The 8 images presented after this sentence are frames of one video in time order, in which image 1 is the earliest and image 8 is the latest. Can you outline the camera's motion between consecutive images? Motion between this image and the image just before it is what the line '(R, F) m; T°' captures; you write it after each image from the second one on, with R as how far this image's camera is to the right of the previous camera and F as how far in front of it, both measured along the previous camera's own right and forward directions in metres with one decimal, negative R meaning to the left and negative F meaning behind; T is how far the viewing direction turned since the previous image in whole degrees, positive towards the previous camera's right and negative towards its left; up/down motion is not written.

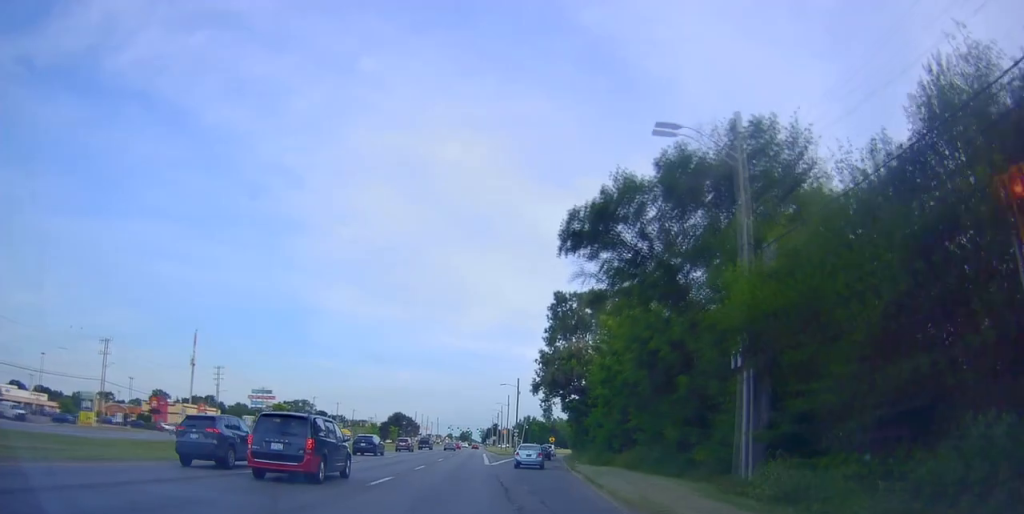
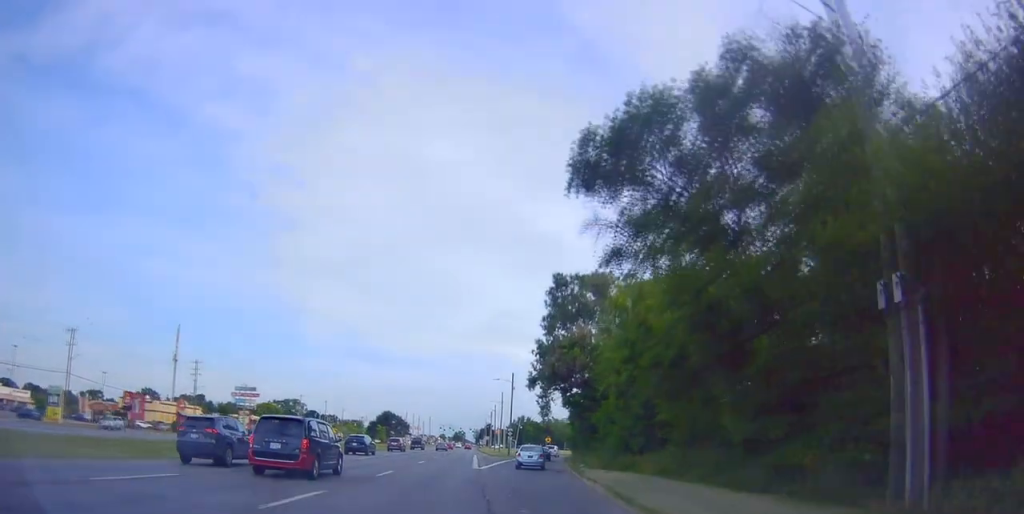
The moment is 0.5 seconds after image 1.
(-0.4, +6.4) m; 0°
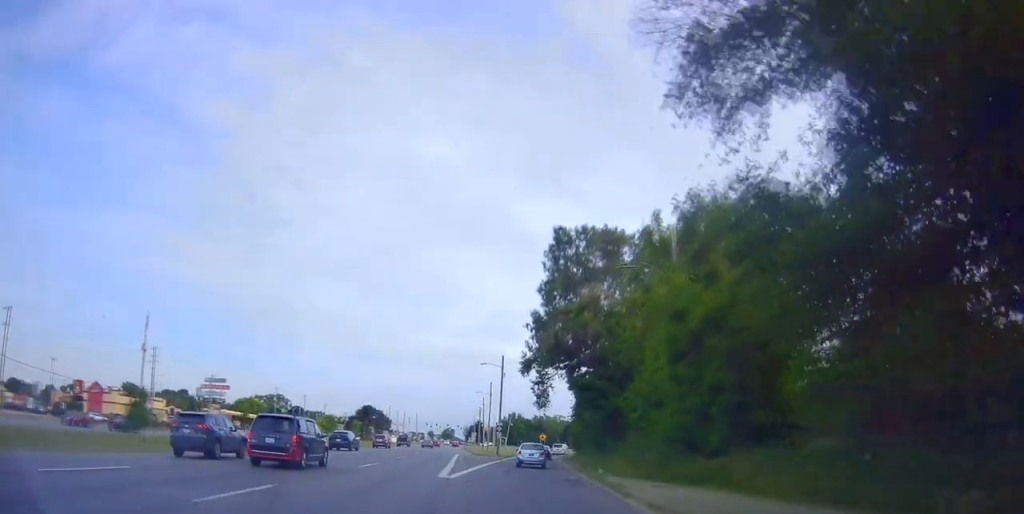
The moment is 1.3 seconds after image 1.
(+0.1, +11.0) m; +3°
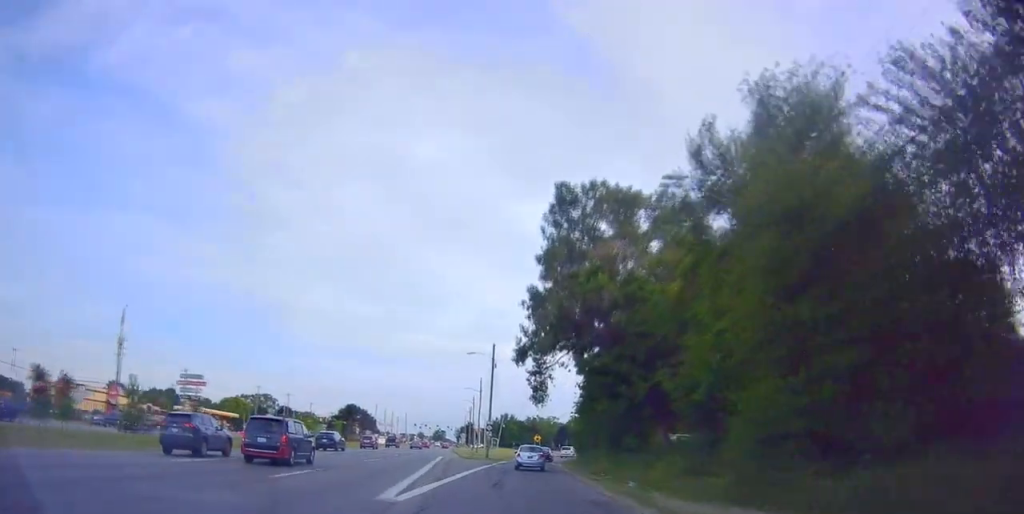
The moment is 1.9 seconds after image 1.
(+0.1, +7.8) m; +4°
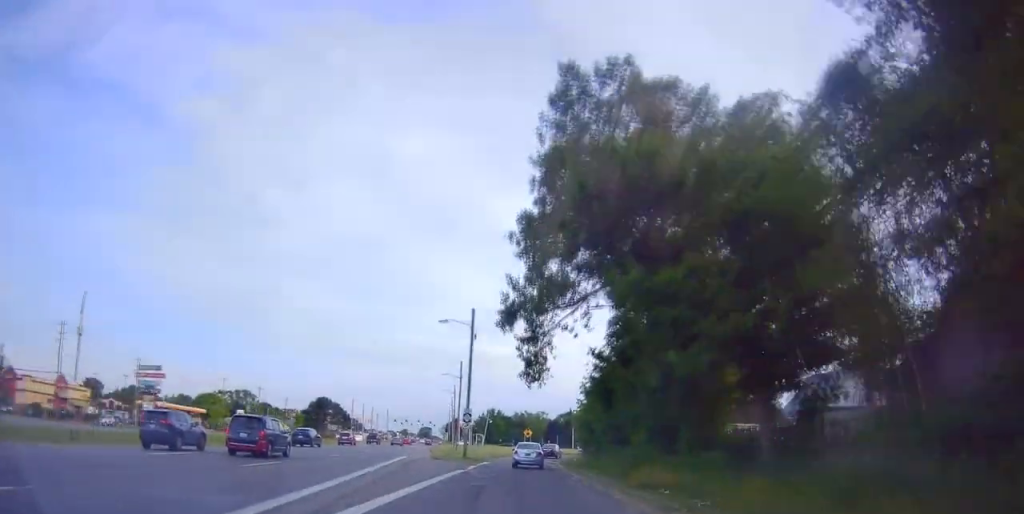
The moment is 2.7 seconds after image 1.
(+0.6, +12.2) m; 0°
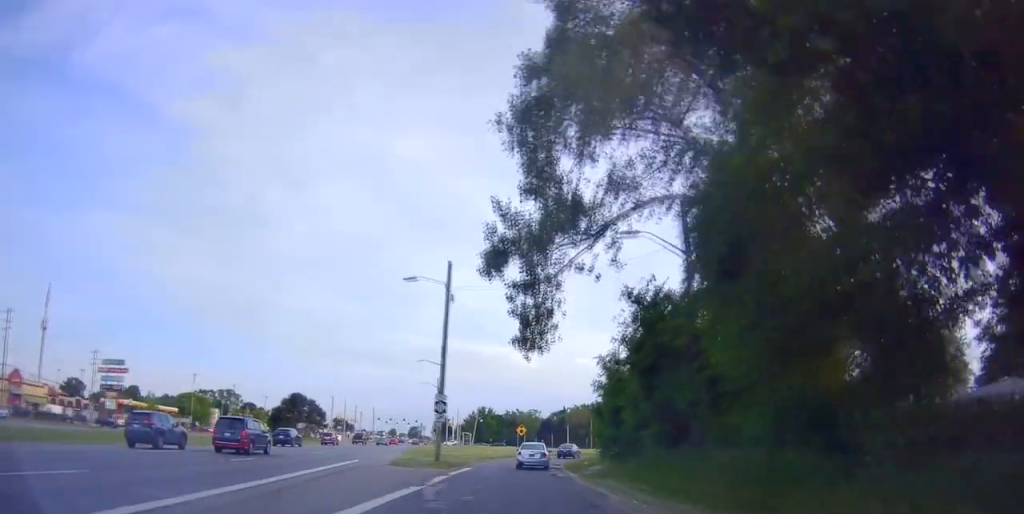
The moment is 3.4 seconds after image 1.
(-0.3, +10.5) m; -1°
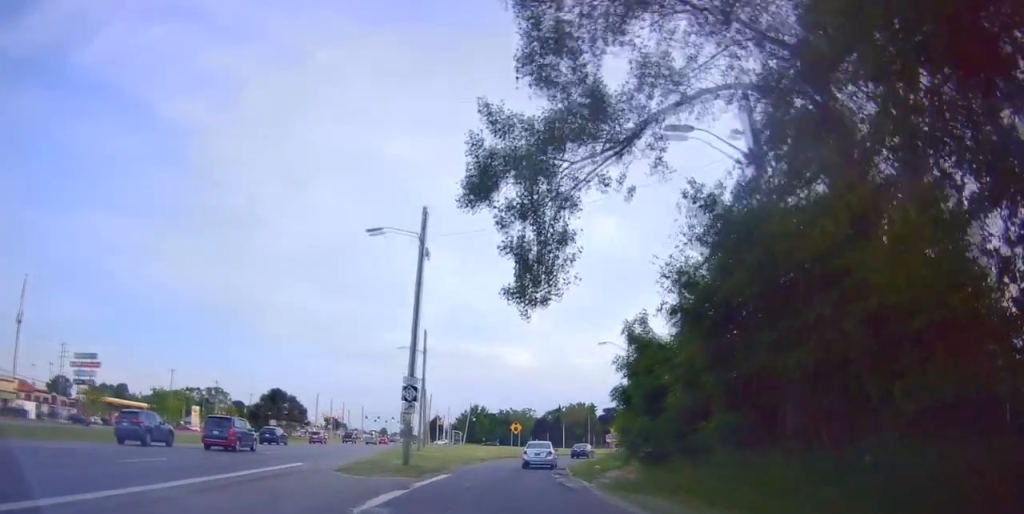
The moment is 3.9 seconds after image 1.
(-0.2, +7.6) m; 0°
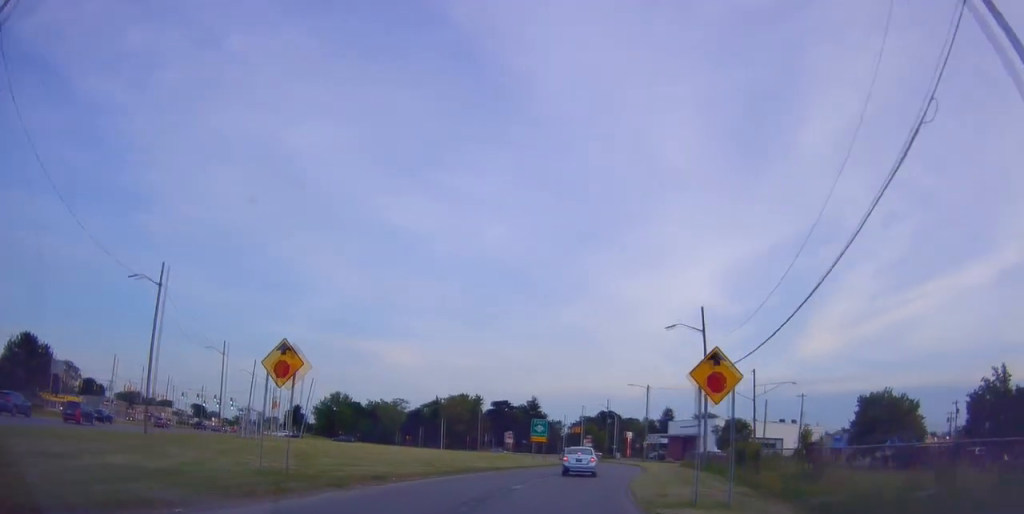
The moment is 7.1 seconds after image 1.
(+4.3, +45.6) m; +13°
